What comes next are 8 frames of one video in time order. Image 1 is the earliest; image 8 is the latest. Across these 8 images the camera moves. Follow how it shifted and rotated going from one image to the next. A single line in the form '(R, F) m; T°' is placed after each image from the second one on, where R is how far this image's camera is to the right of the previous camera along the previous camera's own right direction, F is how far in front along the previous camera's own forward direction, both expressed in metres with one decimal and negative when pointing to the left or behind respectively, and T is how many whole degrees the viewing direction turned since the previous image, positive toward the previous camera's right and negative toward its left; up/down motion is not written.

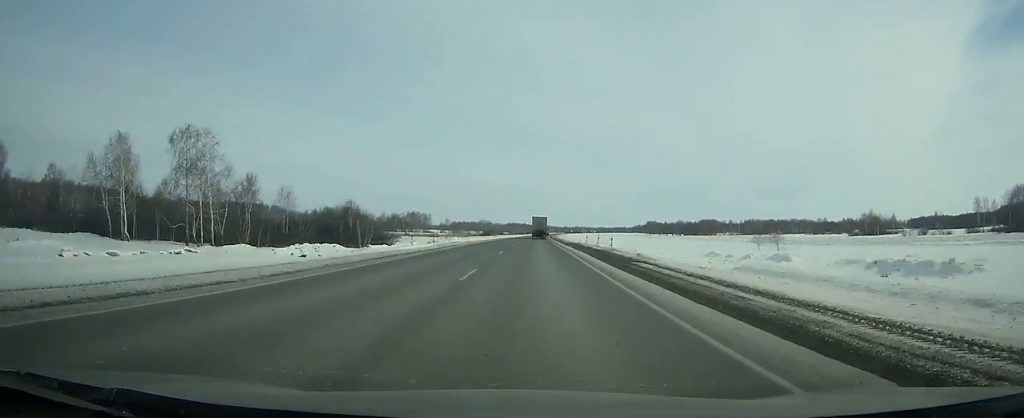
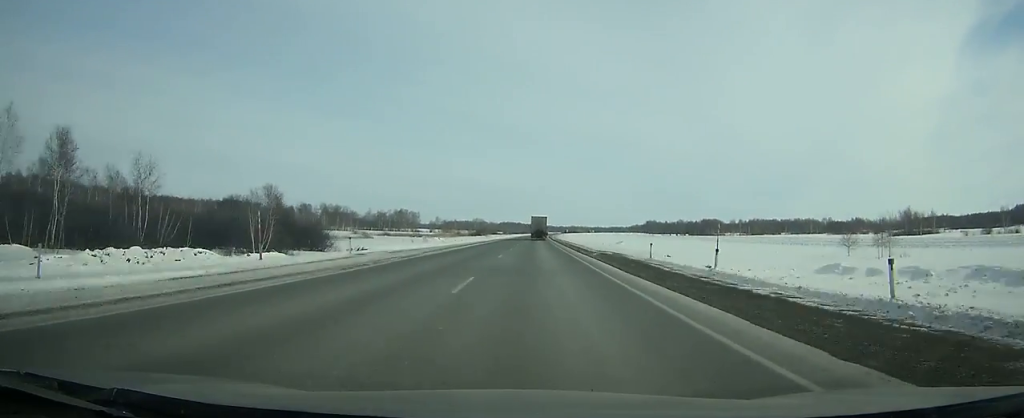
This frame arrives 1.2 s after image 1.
(-0.1, +34.2) m; 0°
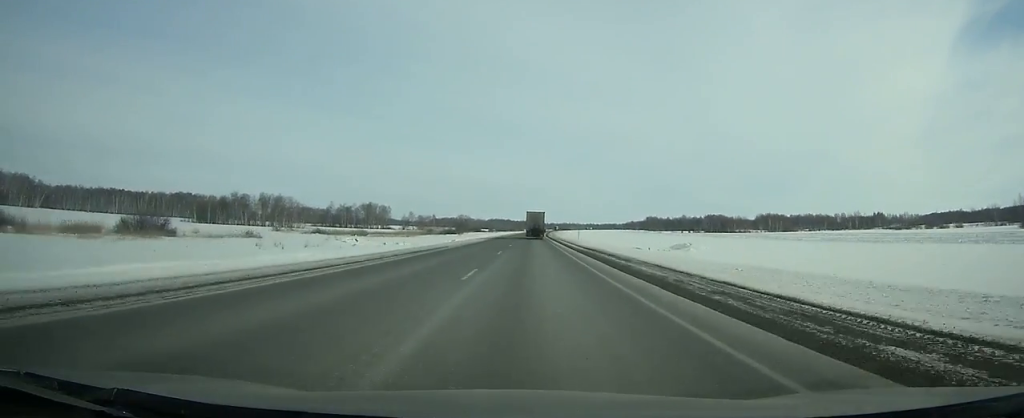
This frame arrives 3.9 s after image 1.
(+0.8, +76.1) m; +1°
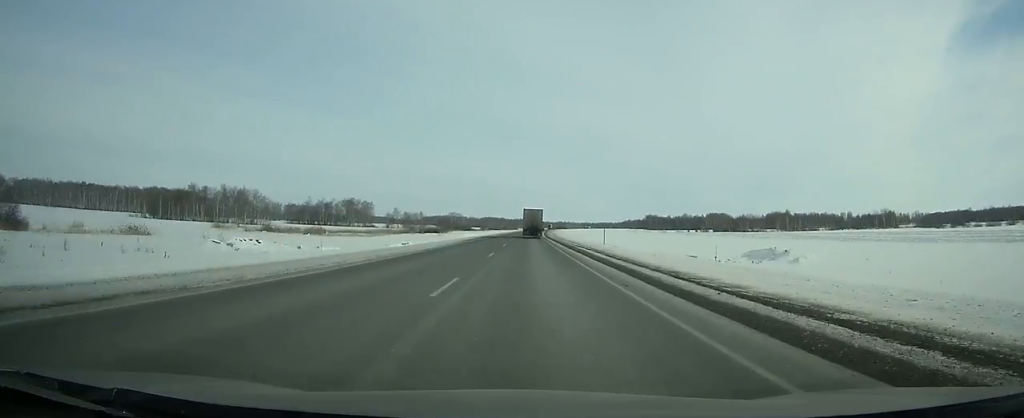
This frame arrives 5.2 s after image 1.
(+0.1, +36.4) m; 0°
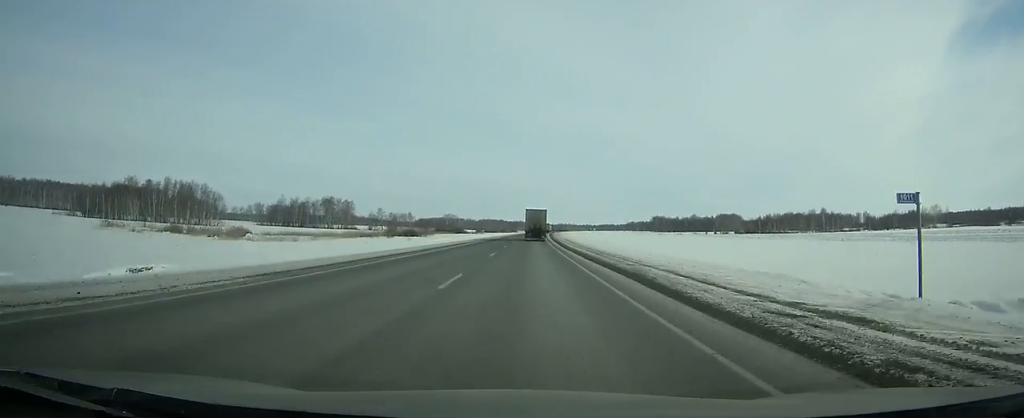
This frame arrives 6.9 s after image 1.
(+0.2, +47.2) m; 0°
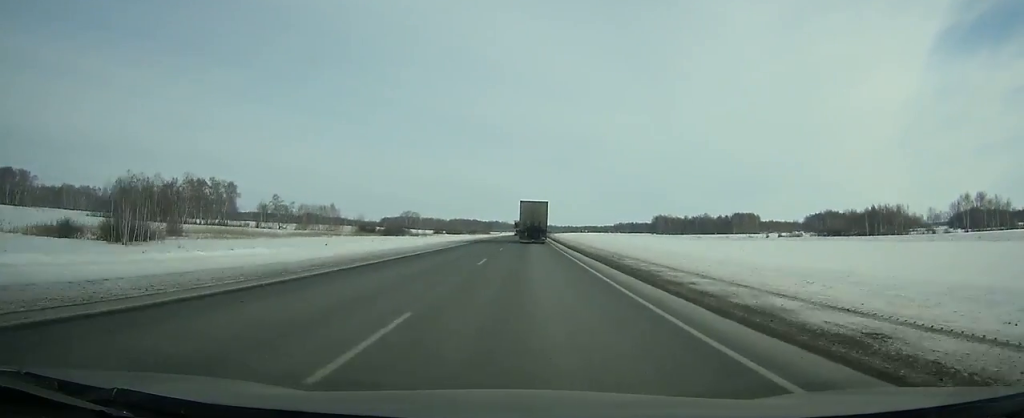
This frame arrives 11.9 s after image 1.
(+1.9, +138.4) m; +2°
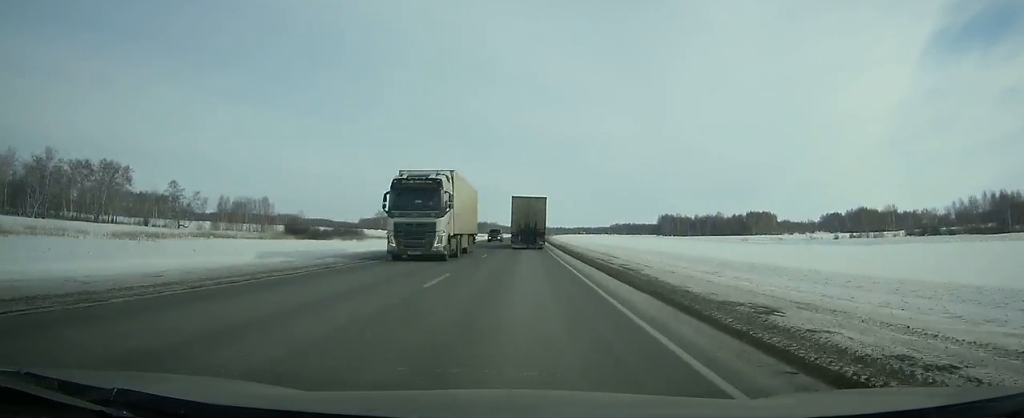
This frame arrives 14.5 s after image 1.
(+0.6, +72.8) m; +1°
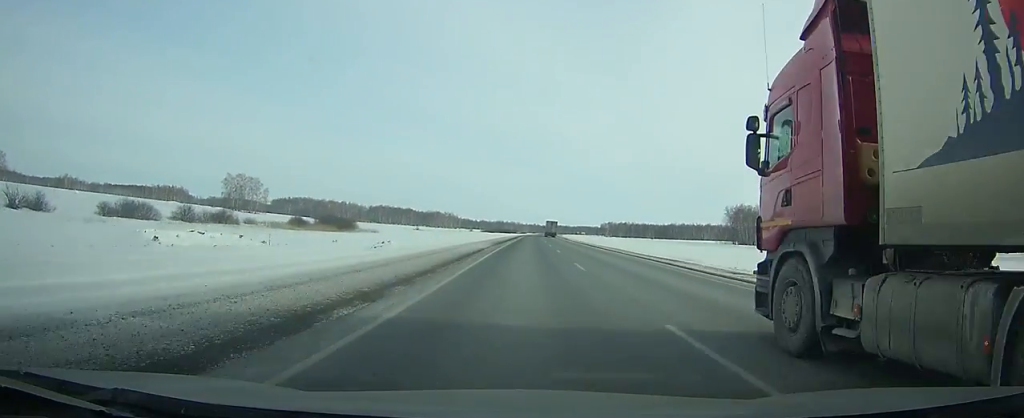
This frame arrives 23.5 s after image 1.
(+4.9, +264.7) m; +4°
